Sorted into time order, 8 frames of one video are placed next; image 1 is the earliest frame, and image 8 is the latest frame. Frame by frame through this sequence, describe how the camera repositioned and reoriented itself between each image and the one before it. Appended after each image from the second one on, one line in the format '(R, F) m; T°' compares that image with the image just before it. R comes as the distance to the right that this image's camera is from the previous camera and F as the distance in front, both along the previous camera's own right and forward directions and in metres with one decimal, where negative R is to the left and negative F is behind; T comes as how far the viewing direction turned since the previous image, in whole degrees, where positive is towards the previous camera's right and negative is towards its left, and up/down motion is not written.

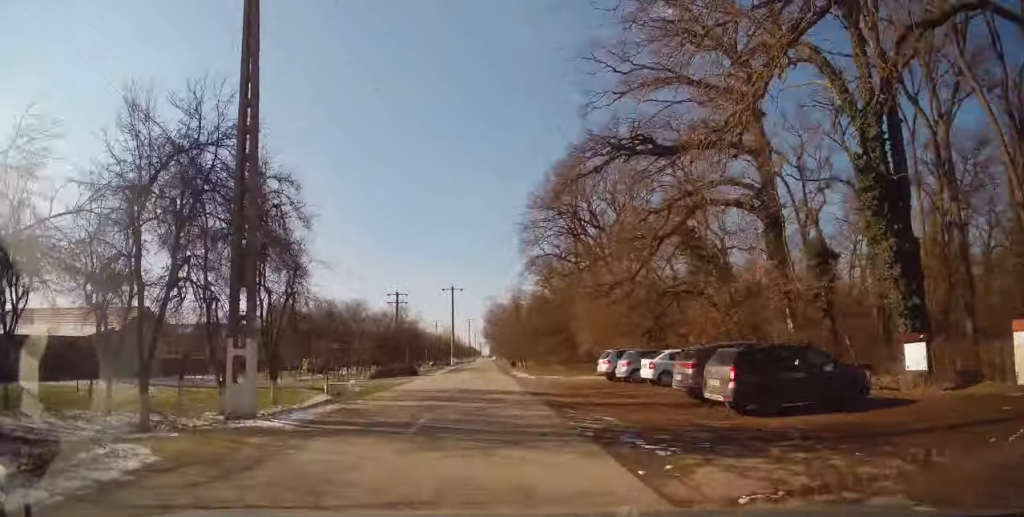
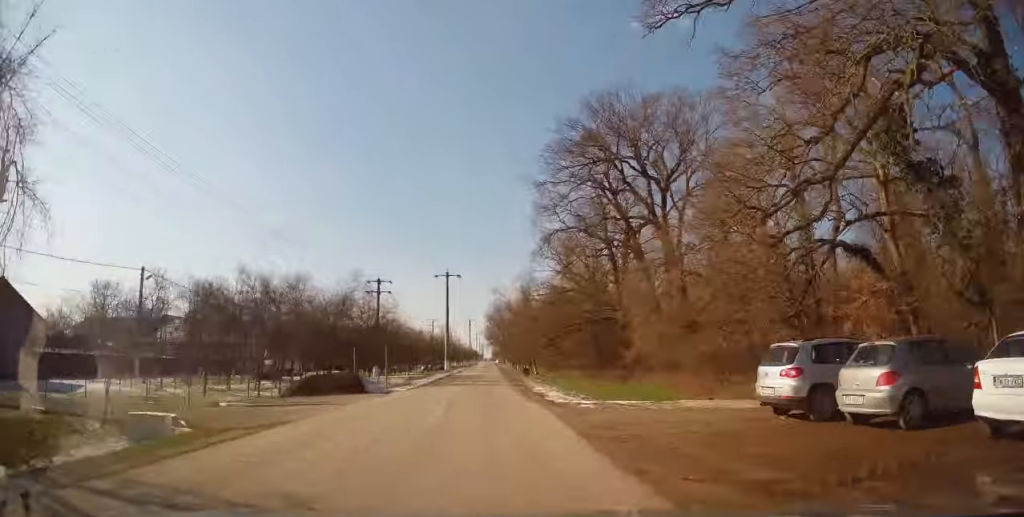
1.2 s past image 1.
(-0.4, +16.0) m; 0°
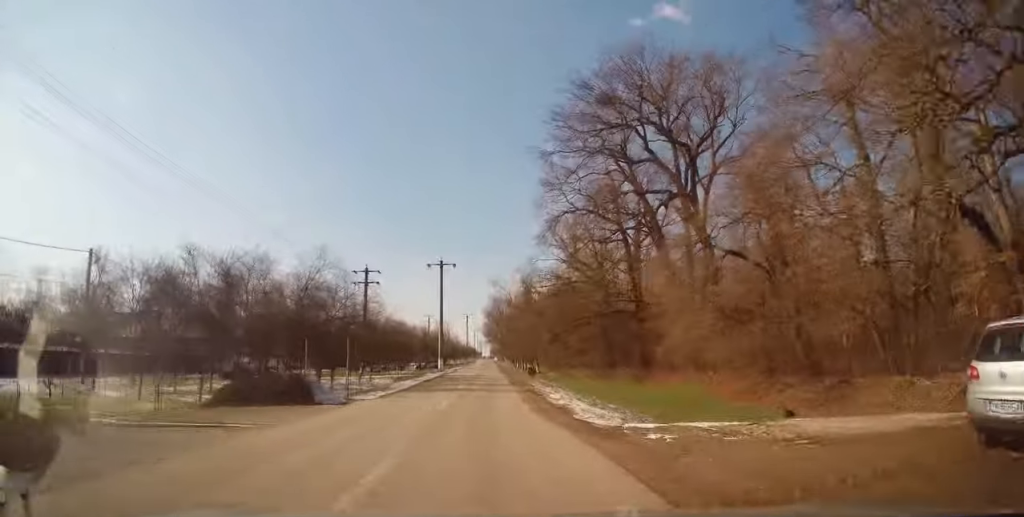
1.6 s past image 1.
(+0.2, +6.1) m; 0°
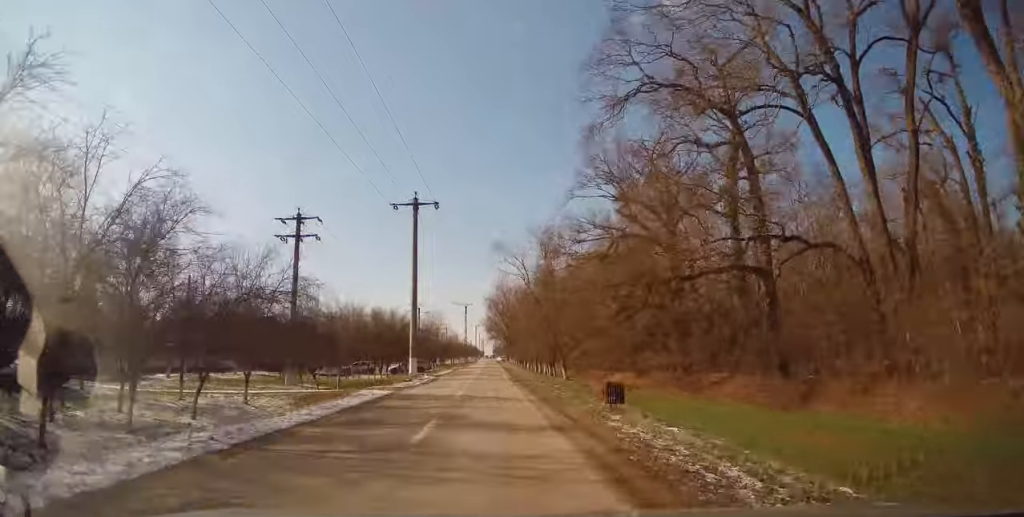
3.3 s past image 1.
(-0.2, +23.4) m; 0°
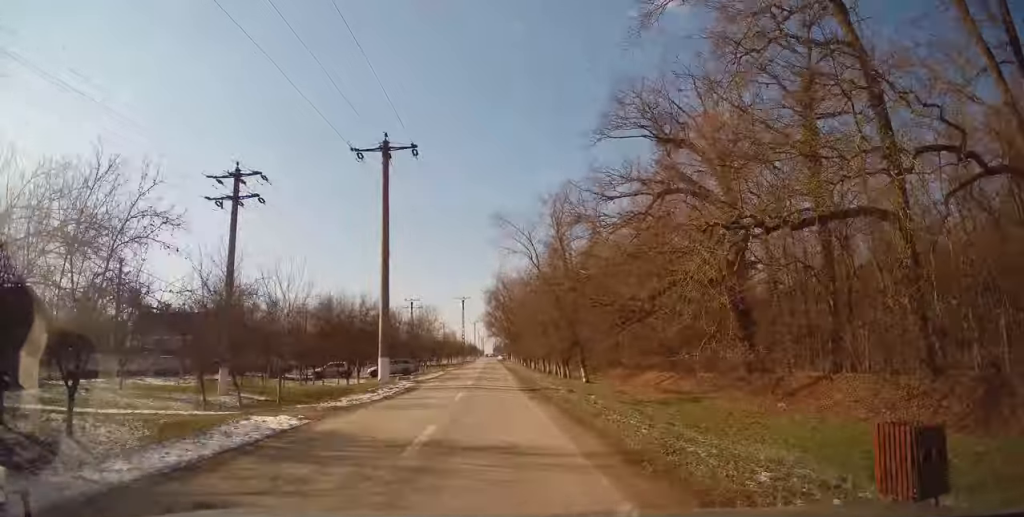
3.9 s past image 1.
(+0.4, +9.9) m; 0°
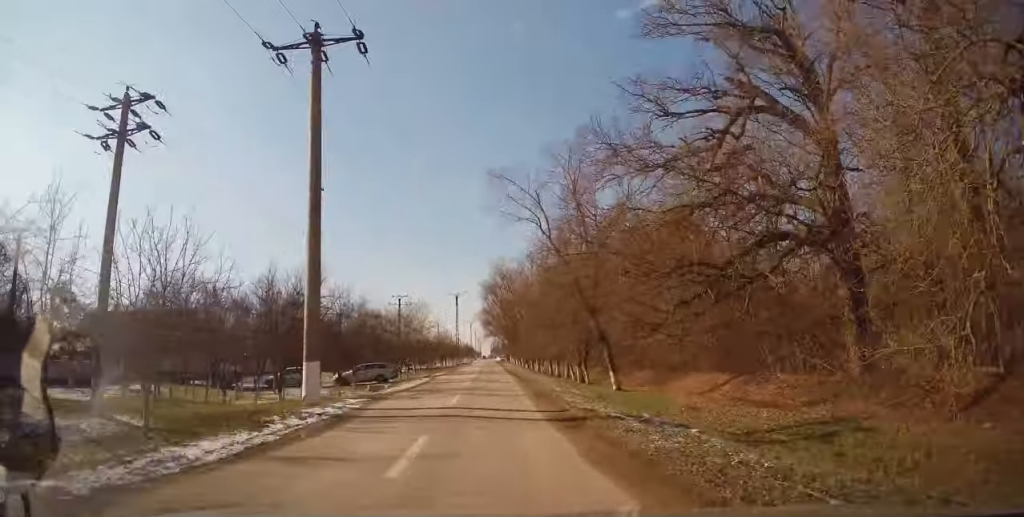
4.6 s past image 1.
(0.0, +10.0) m; 0°
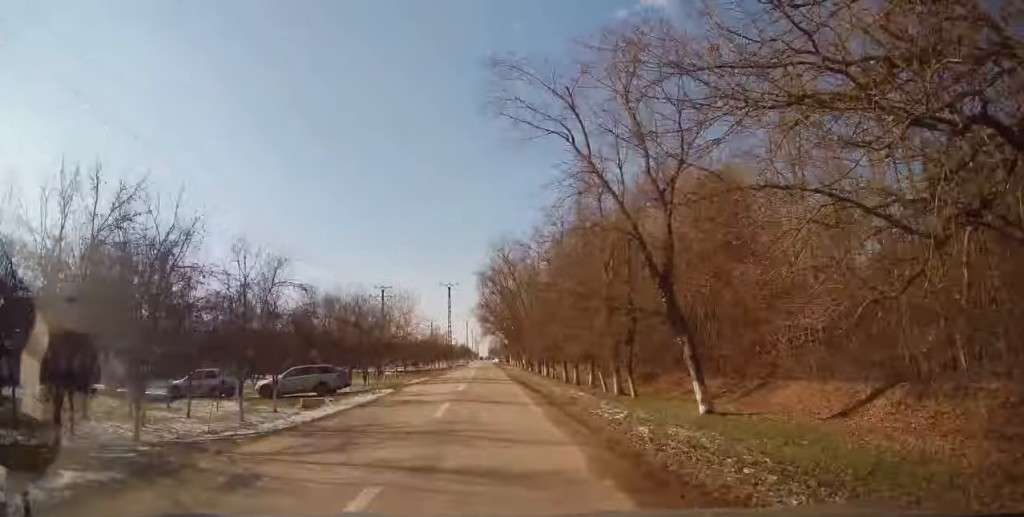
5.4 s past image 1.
(-0.3, +12.2) m; 0°
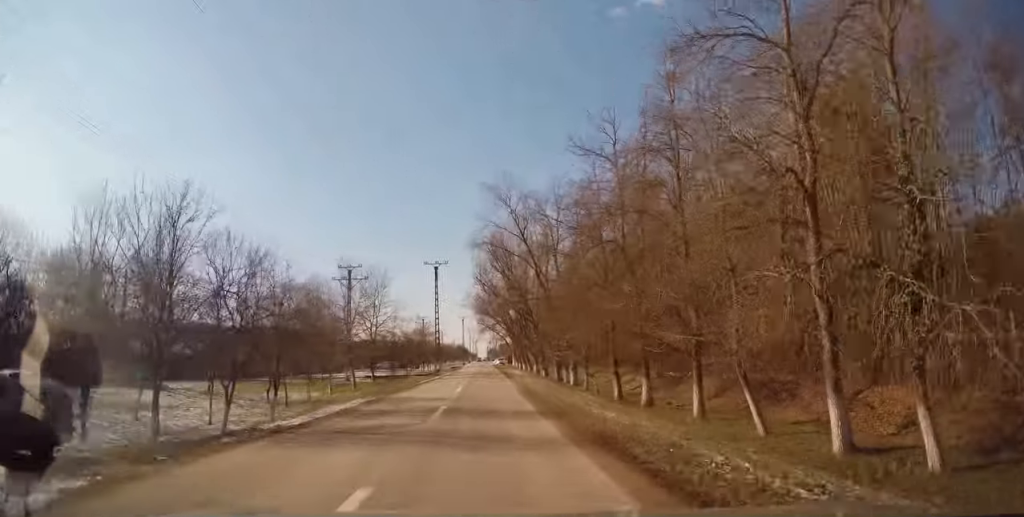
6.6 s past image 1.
(+0.3, +18.0) m; 0°
